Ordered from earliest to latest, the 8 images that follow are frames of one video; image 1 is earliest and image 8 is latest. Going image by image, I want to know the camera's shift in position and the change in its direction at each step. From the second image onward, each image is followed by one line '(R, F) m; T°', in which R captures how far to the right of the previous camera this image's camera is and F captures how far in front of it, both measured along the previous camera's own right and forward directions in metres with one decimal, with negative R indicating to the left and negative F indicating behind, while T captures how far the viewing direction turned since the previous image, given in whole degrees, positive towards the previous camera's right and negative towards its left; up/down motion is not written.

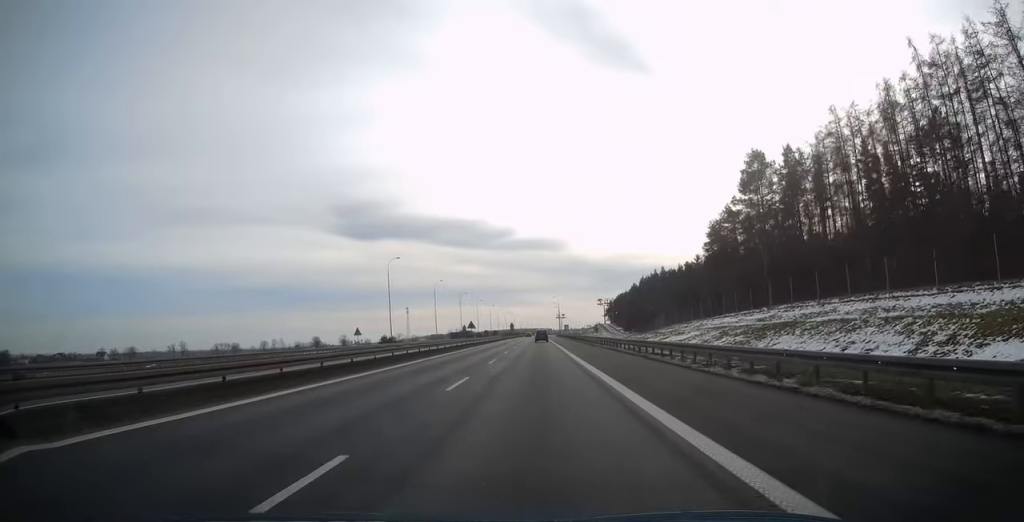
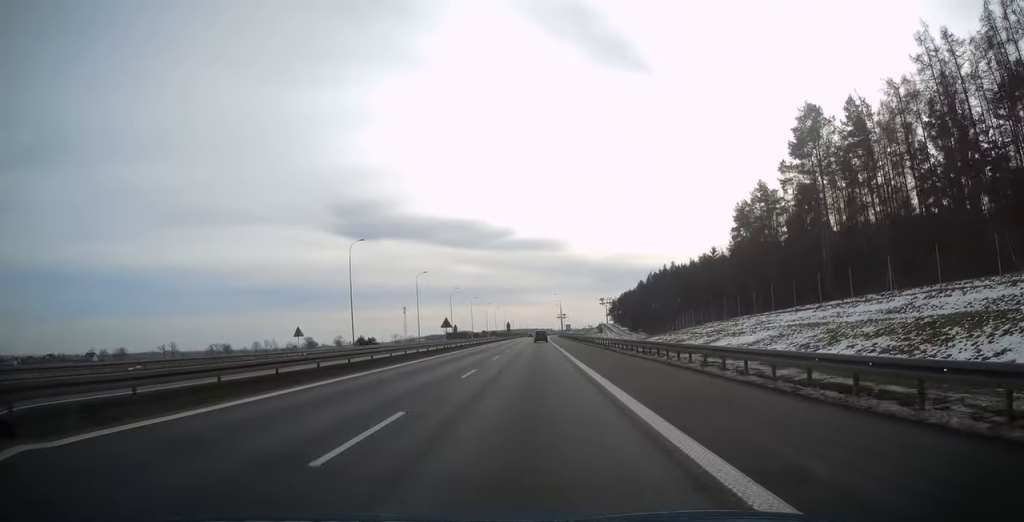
(-0.1, +19.9) m; 0°
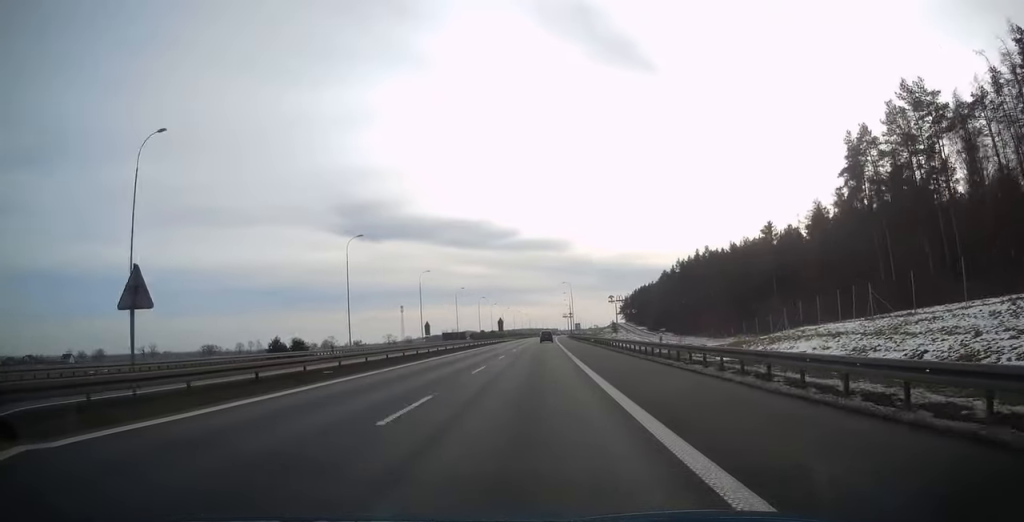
(+0.2, +45.5) m; 0°
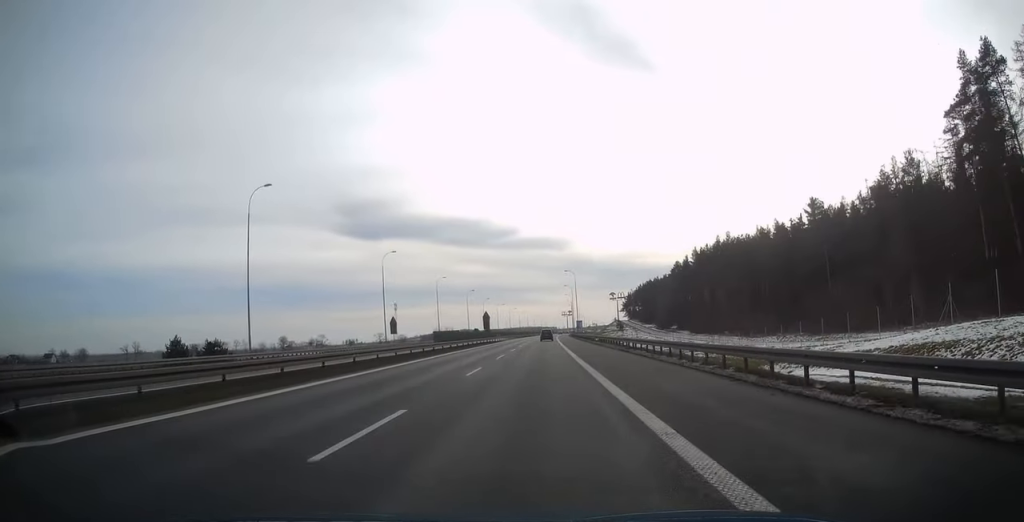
(0.0, +26.1) m; 0°
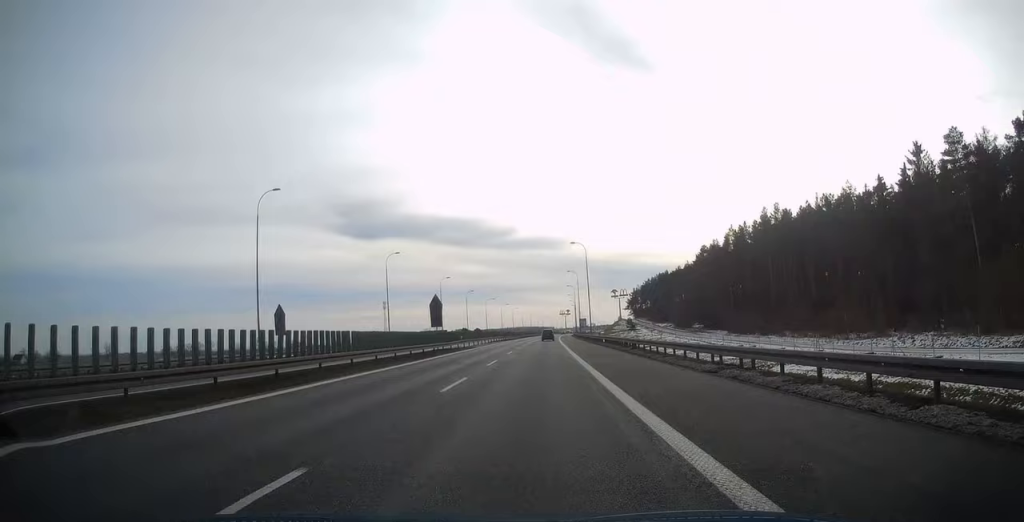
(+0.1, +40.5) m; 0°
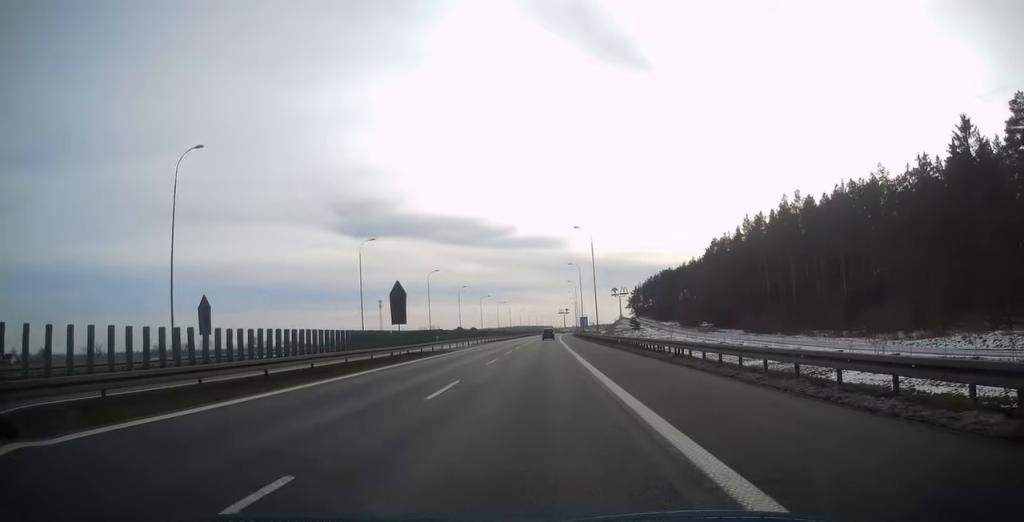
(0.0, +12.8) m; 0°
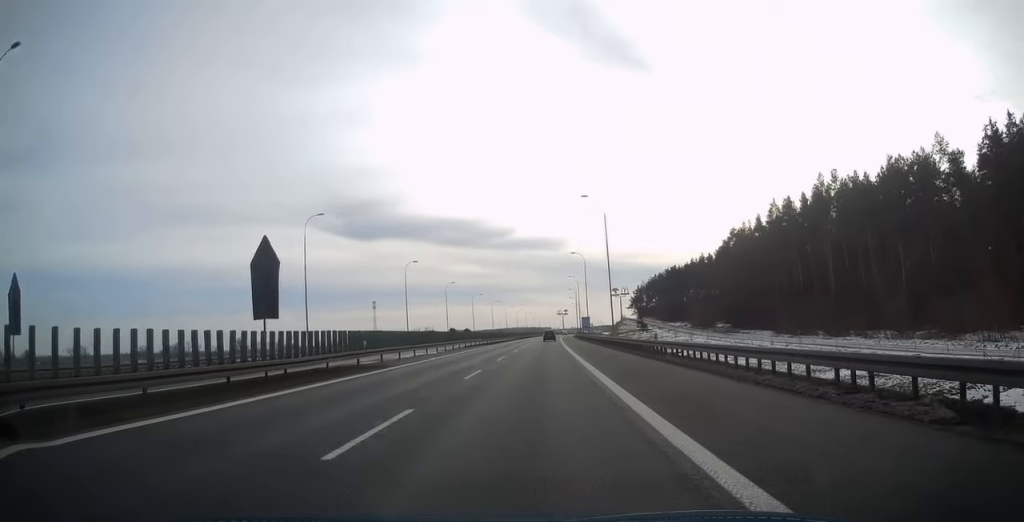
(0.0, +18.4) m; 0°
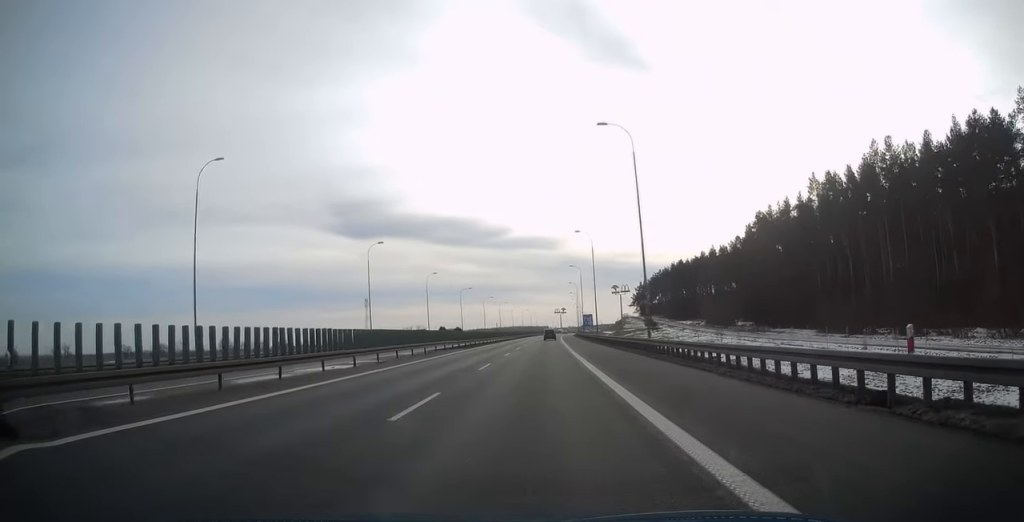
(0.0, +20.5) m; 0°
